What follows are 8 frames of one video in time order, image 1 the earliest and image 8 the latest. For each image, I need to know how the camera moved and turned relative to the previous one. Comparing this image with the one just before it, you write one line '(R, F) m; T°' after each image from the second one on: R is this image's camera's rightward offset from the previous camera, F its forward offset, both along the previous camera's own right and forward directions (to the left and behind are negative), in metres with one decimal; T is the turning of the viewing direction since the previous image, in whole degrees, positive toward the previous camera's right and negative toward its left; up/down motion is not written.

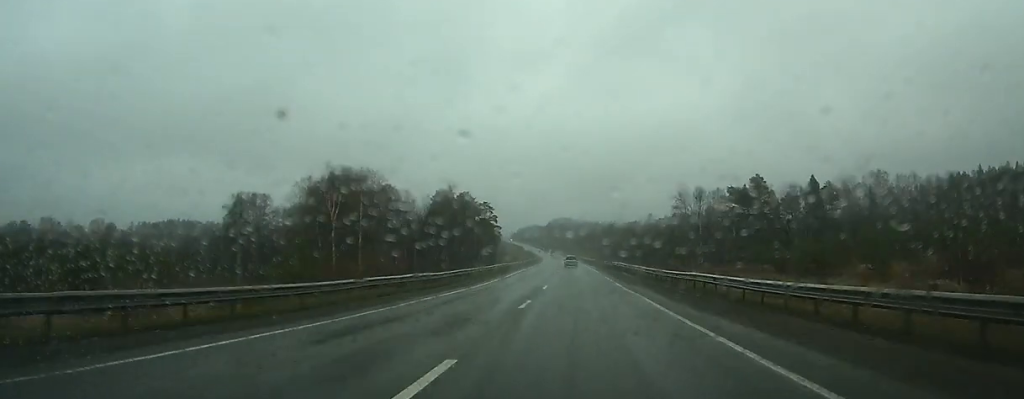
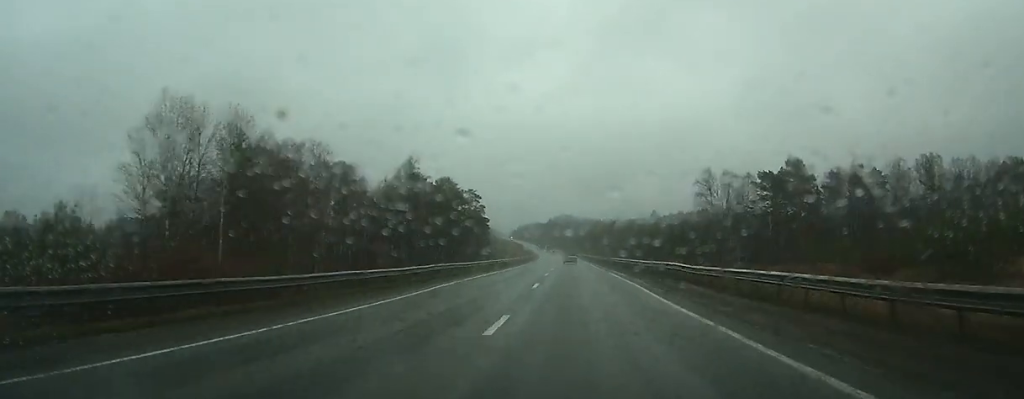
(-0.1, +31.0) m; 0°
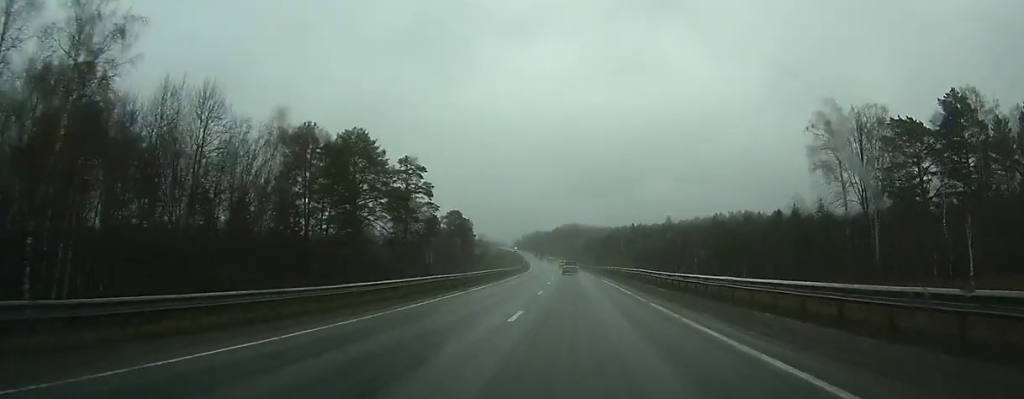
(-0.5, +68.2) m; -1°
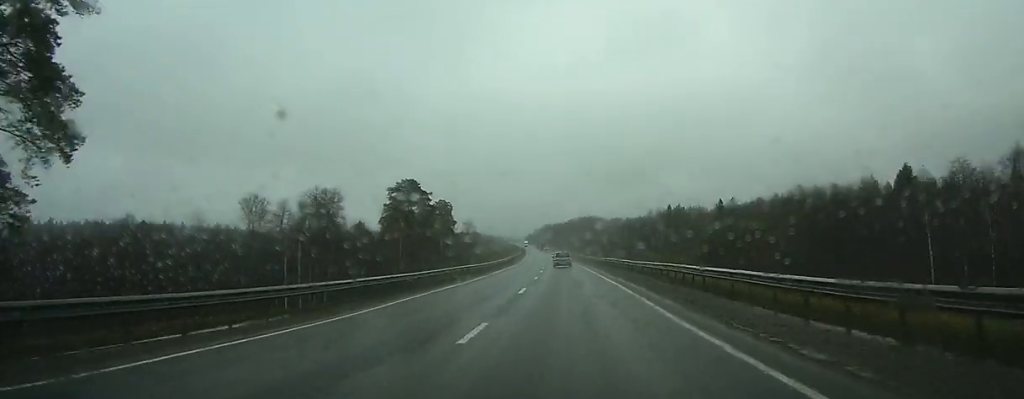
(-0.8, +76.4) m; -1°
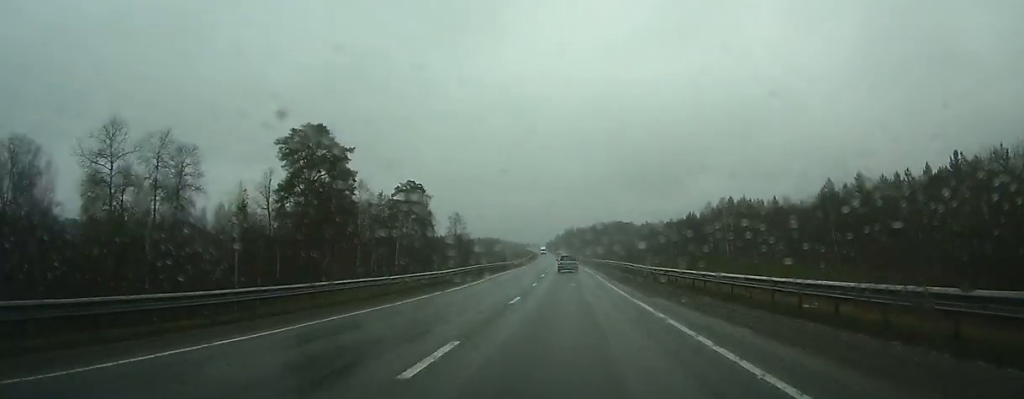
(-0.7, +62.9) m; -2°
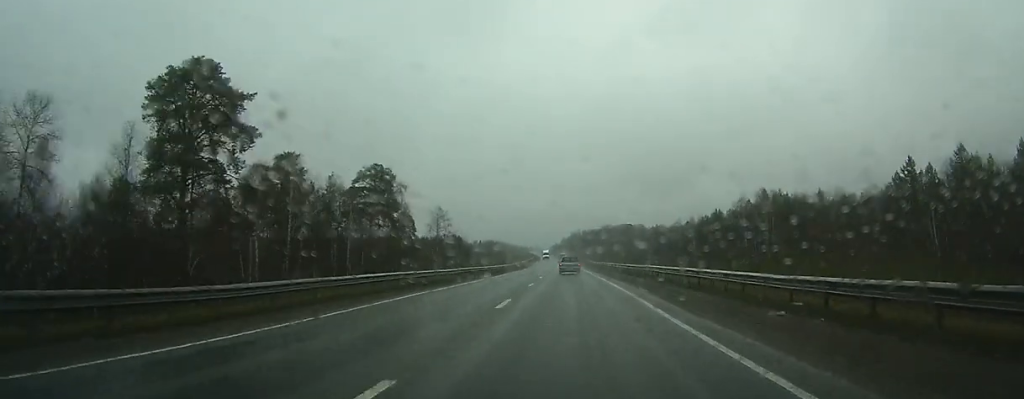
(-0.2, +27.5) m; -1°
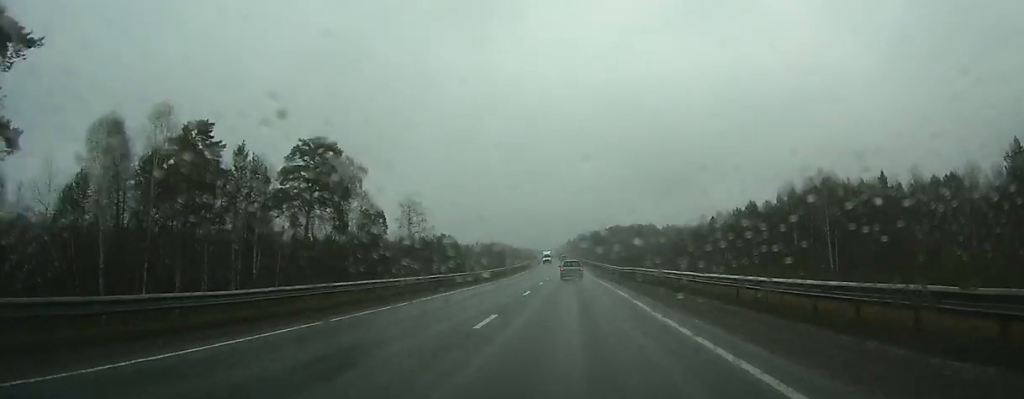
(-0.2, +27.5) m; -1°
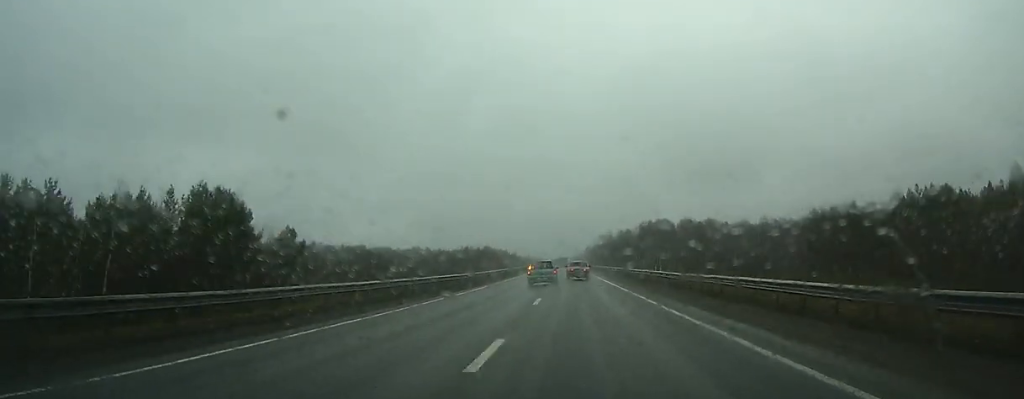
(-2.6, +135.9) m; -2°
